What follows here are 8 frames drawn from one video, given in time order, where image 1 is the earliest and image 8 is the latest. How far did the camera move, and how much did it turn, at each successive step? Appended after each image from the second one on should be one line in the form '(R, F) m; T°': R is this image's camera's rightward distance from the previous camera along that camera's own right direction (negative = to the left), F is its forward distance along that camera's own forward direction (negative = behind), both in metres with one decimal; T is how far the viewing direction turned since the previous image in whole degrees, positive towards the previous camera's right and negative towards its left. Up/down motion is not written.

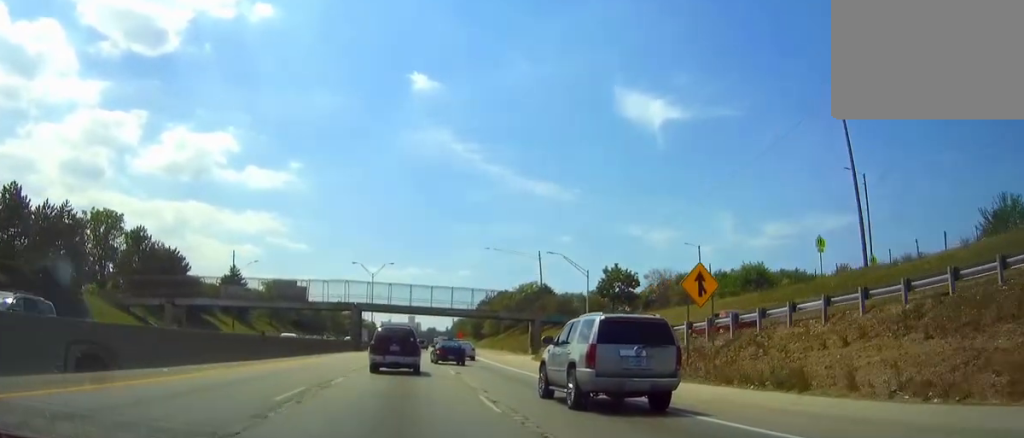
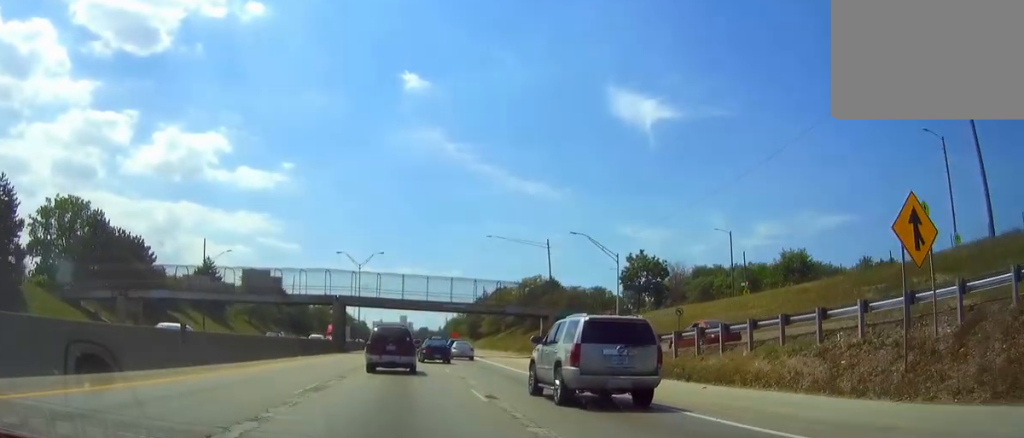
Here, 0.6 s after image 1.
(+0.1, +13.2) m; +1°
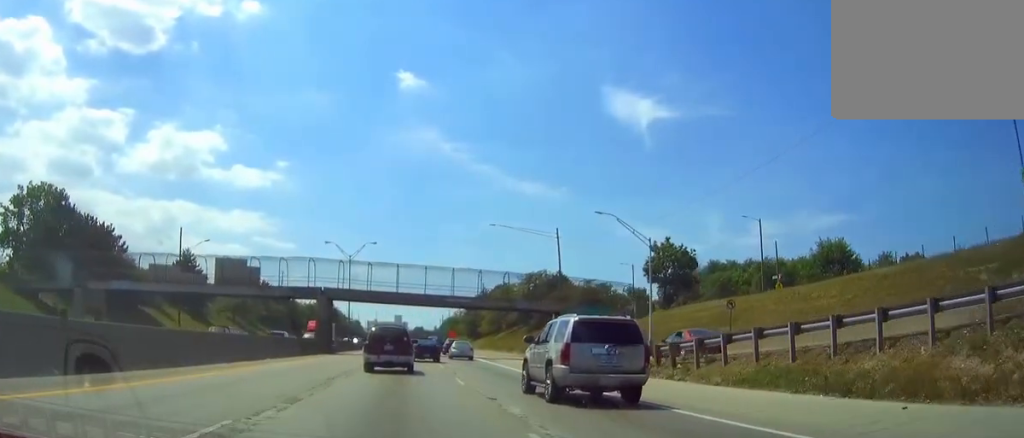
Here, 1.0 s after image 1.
(+0.1, +9.7) m; 0°
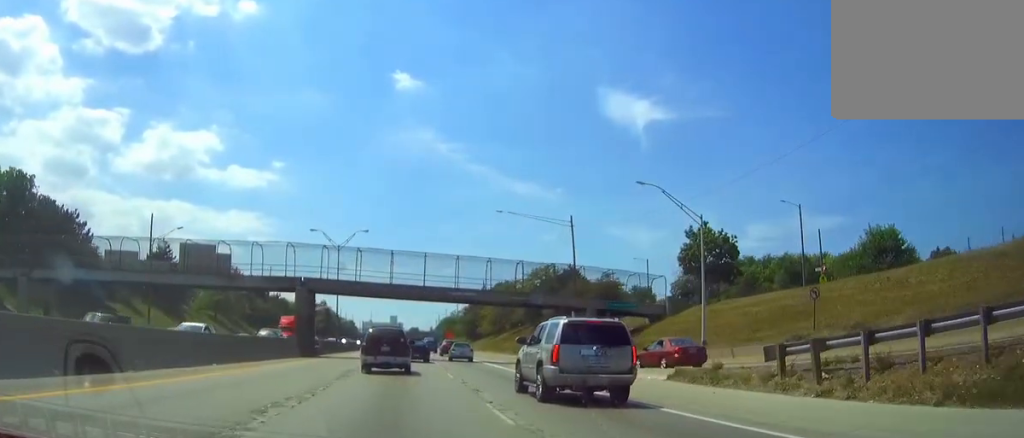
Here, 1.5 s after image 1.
(0.0, +10.1) m; 0°
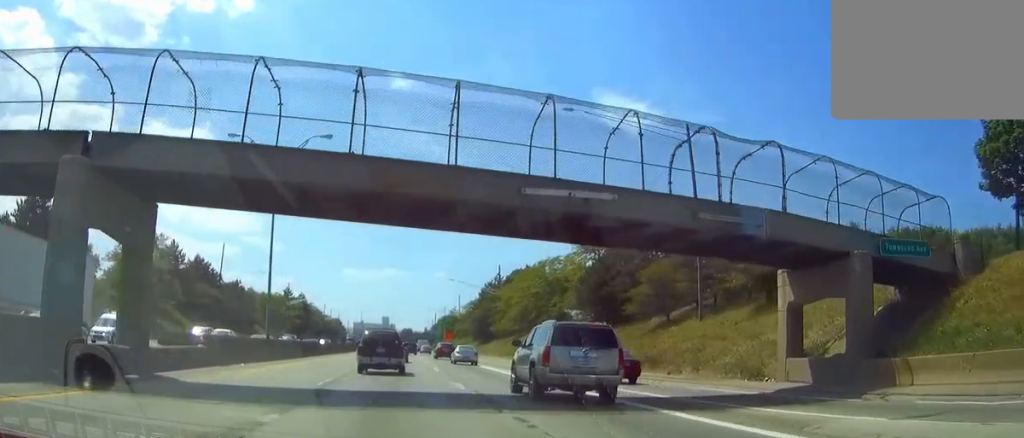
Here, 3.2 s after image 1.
(0.0, +37.0) m; 0°
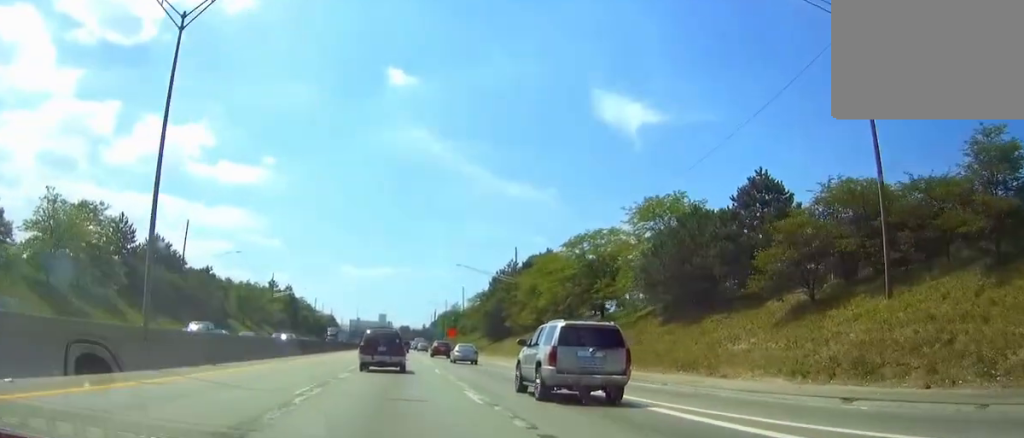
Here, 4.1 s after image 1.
(0.0, +21.0) m; 0°
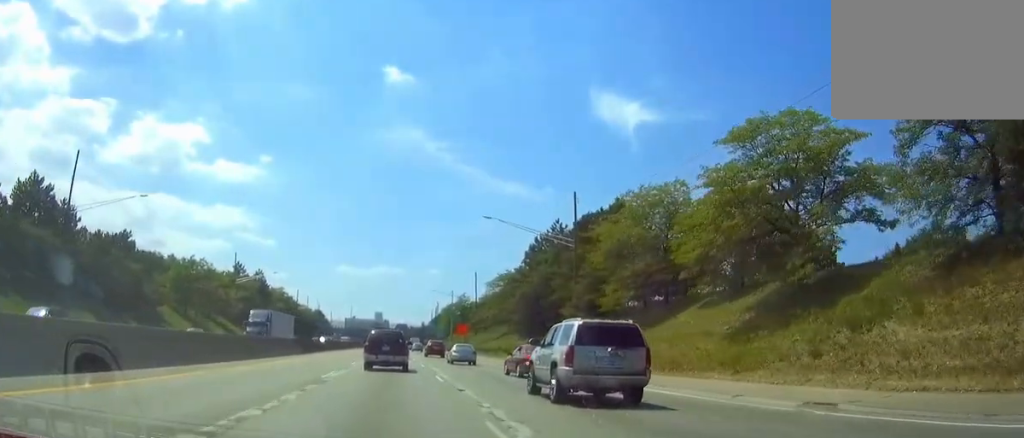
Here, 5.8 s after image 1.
(0.0, +36.6) m; 0°
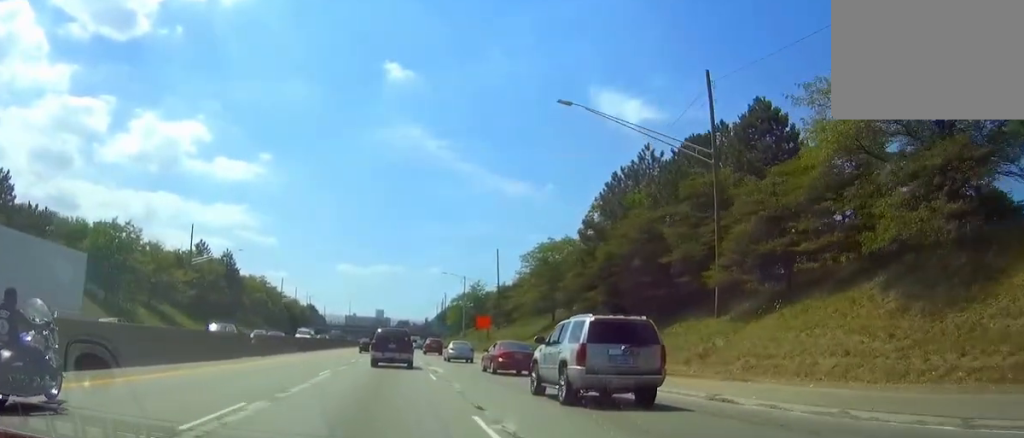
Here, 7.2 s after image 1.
(0.0, +30.8) m; 0°
